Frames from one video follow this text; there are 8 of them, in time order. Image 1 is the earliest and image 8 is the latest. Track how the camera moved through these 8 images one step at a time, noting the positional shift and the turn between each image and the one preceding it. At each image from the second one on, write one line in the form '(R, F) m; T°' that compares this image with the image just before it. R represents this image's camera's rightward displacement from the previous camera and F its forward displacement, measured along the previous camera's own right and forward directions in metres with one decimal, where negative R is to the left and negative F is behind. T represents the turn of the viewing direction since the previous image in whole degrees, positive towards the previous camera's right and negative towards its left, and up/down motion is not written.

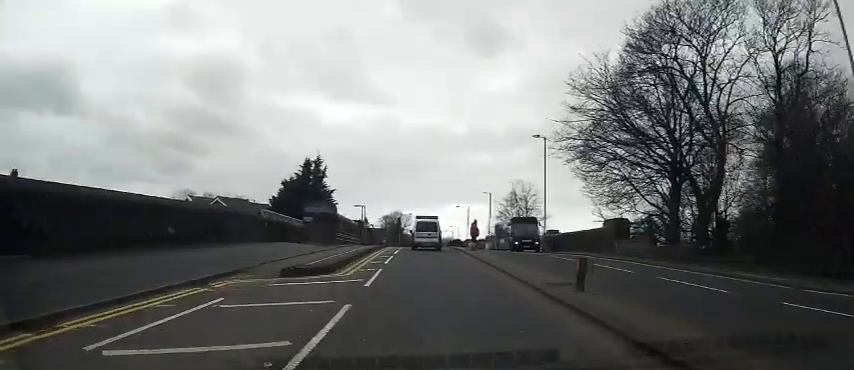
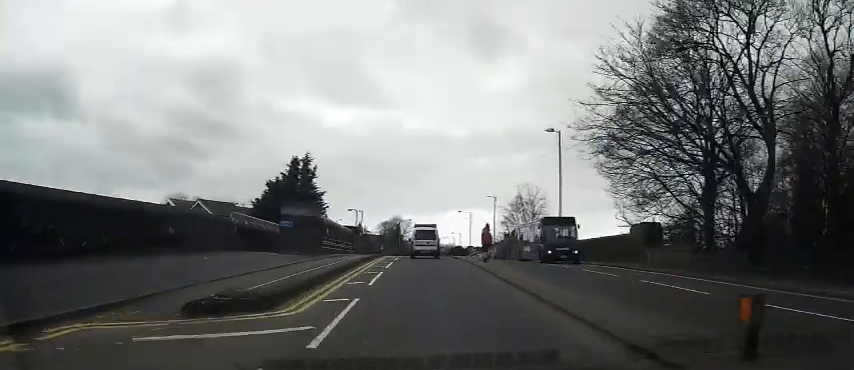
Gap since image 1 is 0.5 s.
(0.0, +5.3) m; 0°
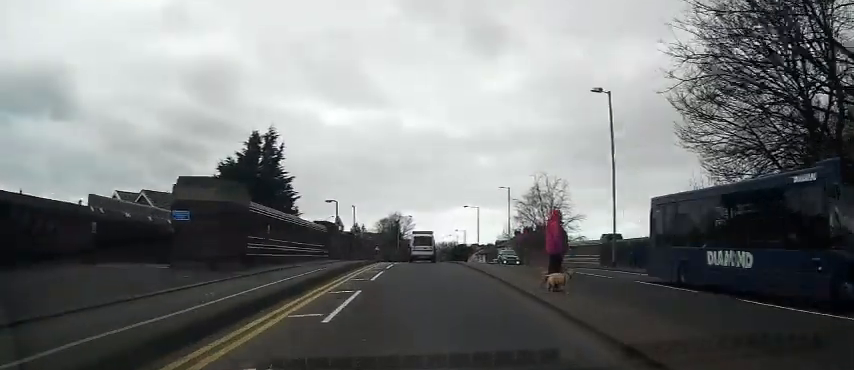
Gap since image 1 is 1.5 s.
(0.0, +12.2) m; 0°
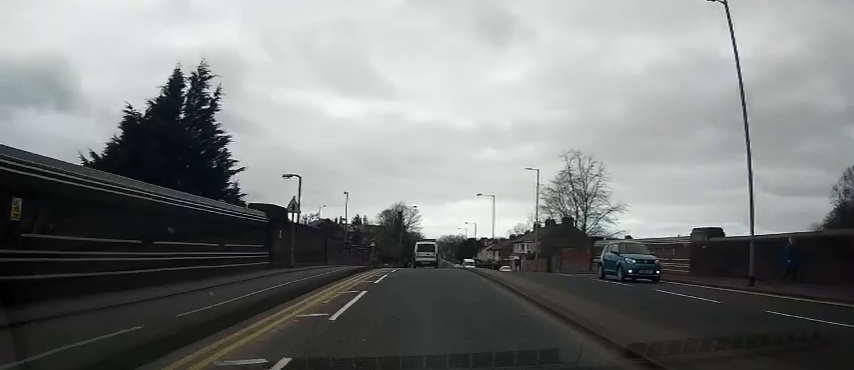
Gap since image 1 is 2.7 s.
(0.0, +12.8) m; 0°
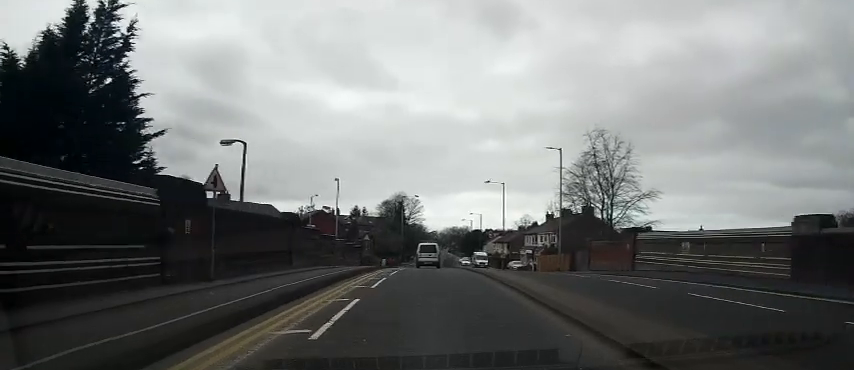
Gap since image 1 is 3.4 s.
(+0.1, +8.3) m; -1°
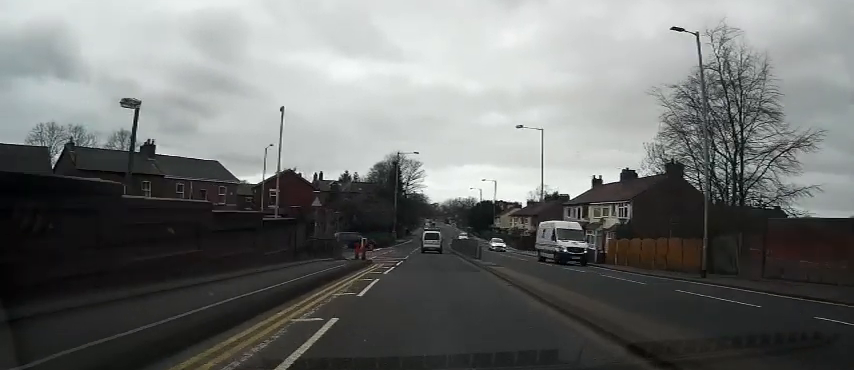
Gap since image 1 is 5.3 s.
(0.0, +23.5) m; +2°
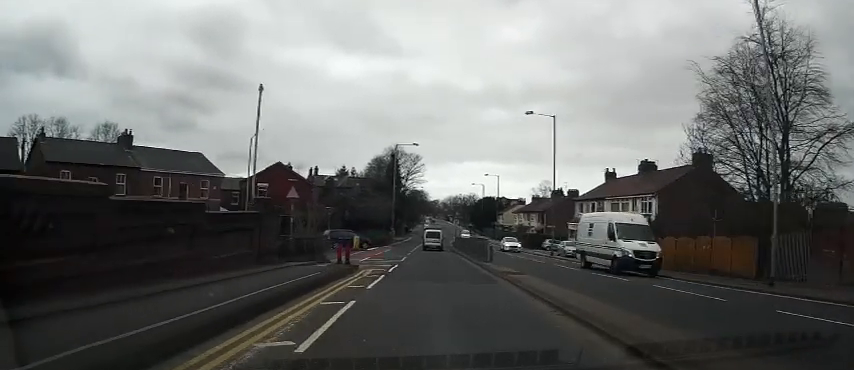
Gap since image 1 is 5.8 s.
(0.0, +5.0) m; 0°
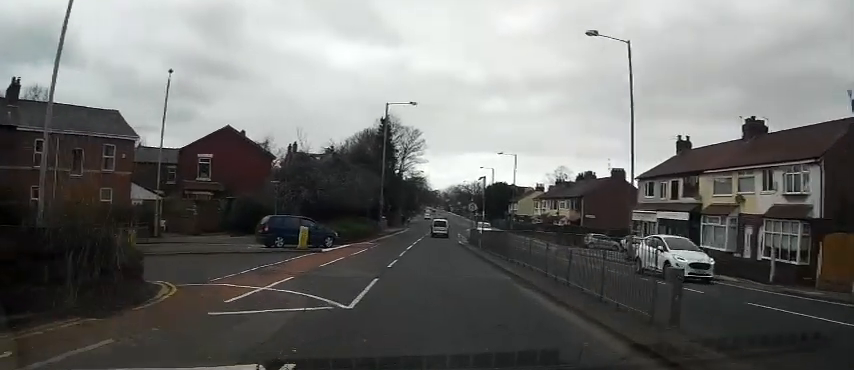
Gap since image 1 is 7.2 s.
(0.0, +17.4) m; 0°
